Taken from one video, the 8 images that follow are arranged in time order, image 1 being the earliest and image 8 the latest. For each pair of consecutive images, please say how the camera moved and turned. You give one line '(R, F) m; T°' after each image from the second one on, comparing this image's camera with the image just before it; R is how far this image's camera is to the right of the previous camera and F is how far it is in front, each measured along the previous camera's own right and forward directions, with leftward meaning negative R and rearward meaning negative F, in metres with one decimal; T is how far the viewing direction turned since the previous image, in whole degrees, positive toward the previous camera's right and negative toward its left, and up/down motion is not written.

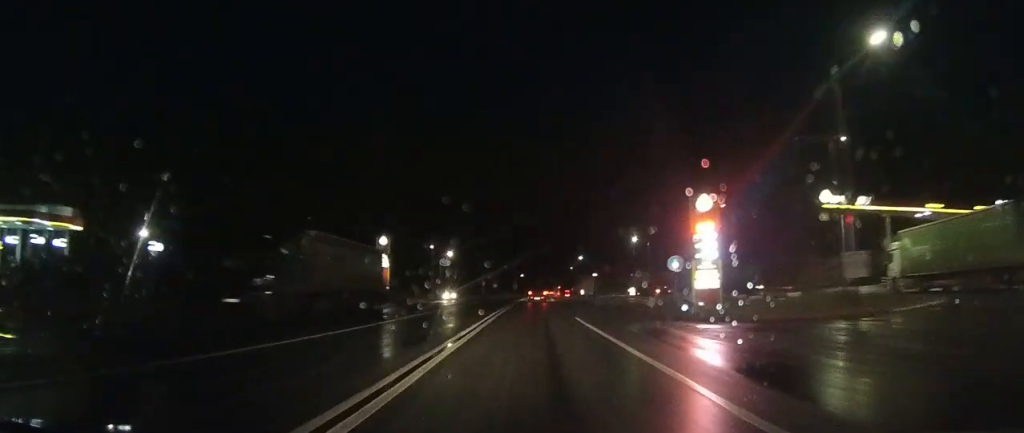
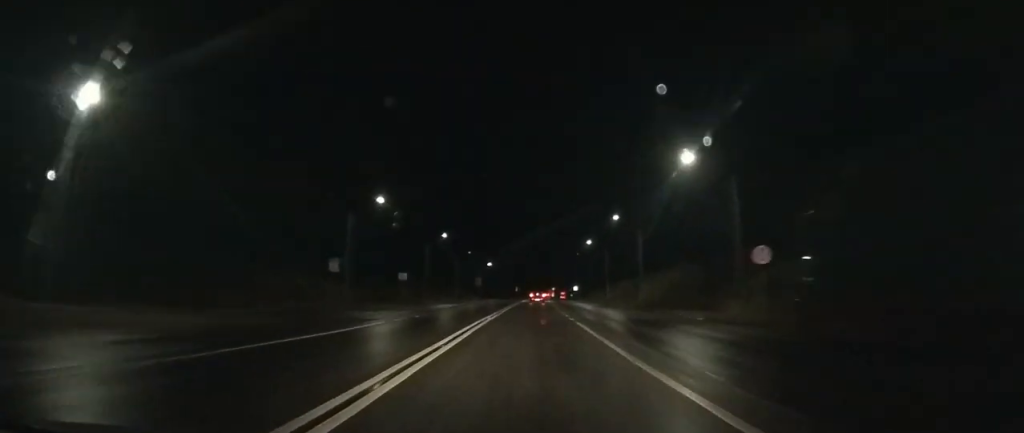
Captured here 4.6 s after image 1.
(+2.5, +97.7) m; +2°
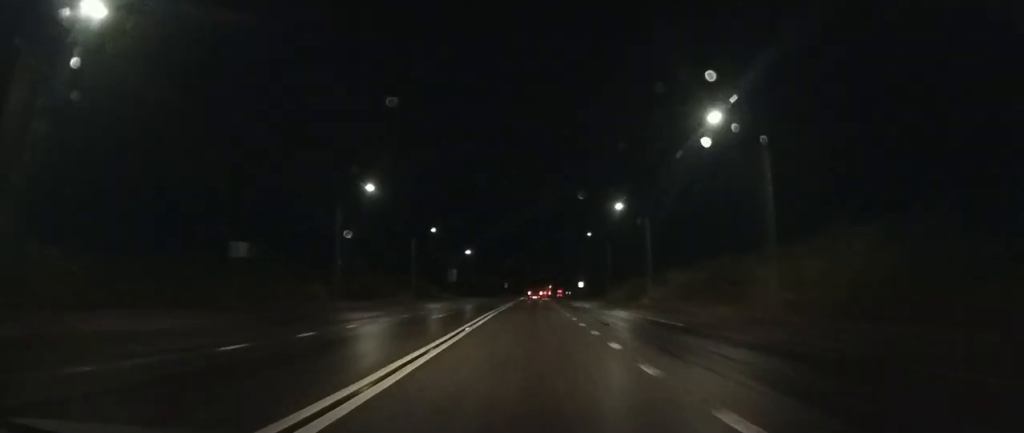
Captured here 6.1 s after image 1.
(+0.1, +32.5) m; 0°
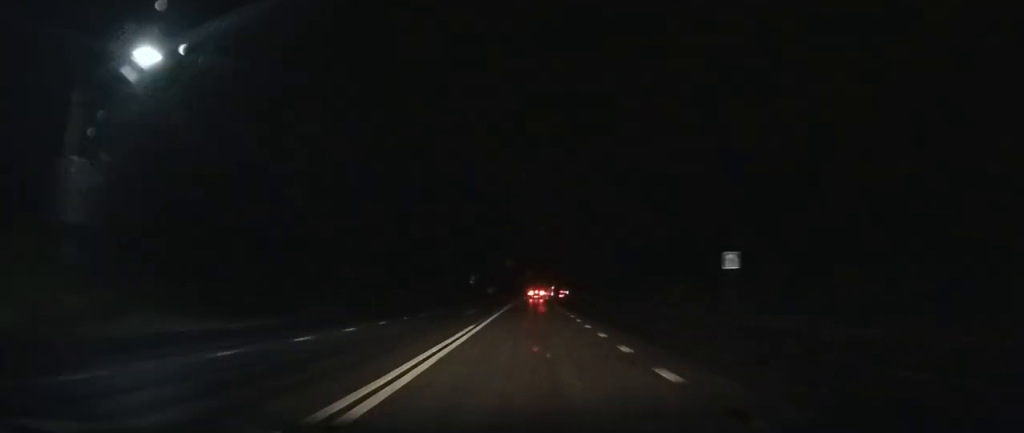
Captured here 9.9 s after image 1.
(+0.9, +86.0) m; +1°
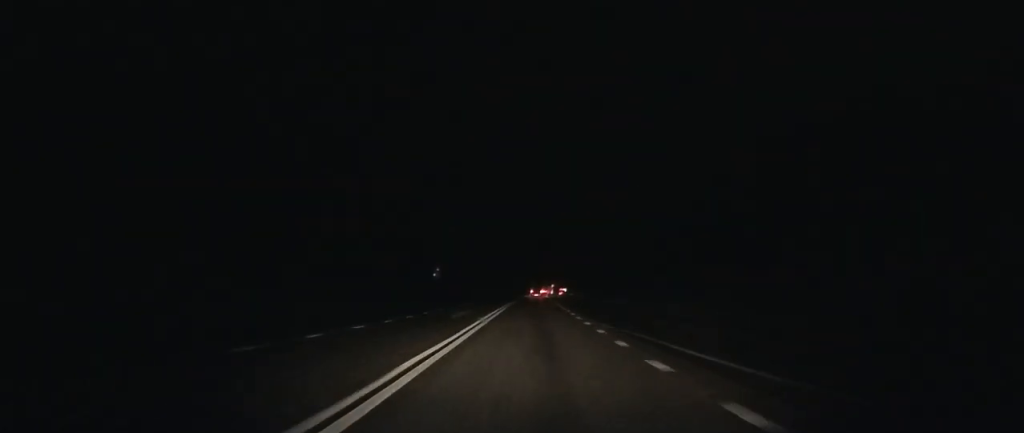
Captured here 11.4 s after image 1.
(+0.1, +35.8) m; +1°
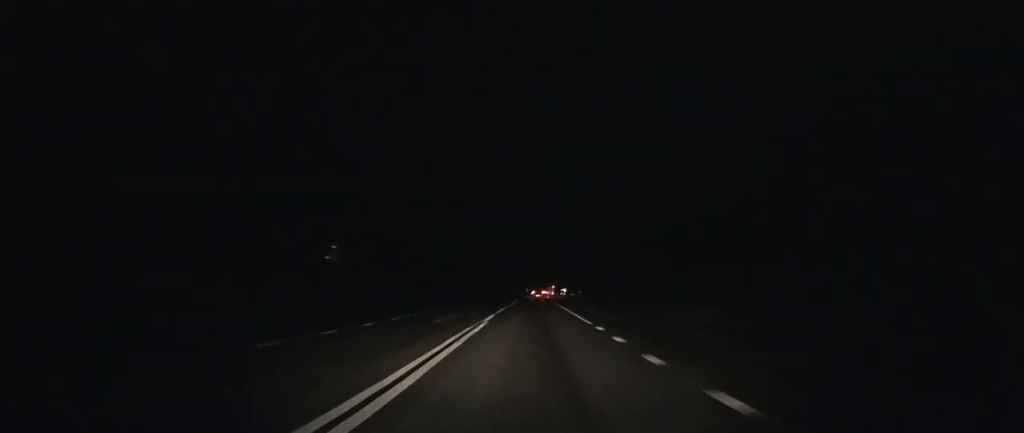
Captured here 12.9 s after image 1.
(+0.3, +36.1) m; +1°
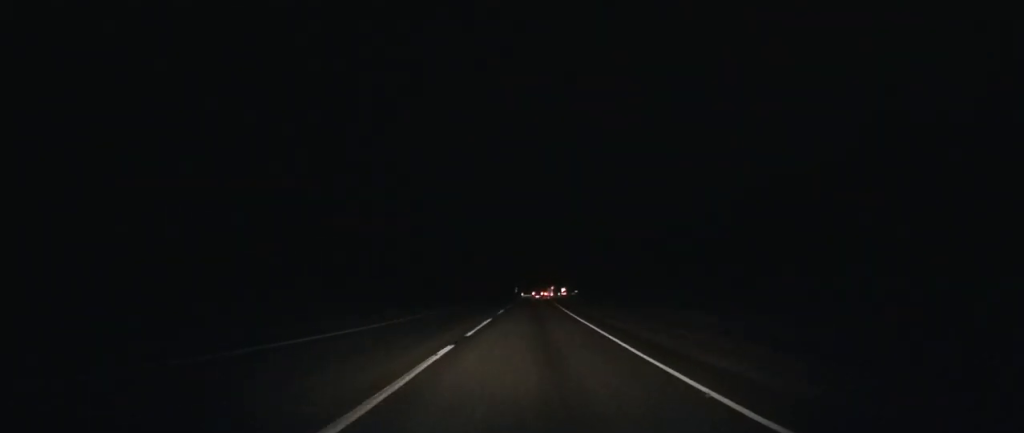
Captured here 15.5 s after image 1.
(+0.6, +62.5) m; +1°
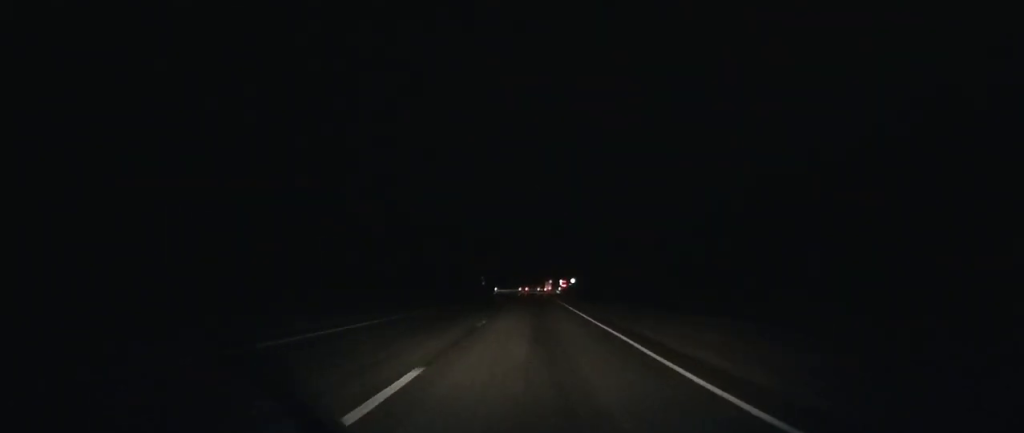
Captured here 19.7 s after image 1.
(+1.2, +99.8) m; +1°
